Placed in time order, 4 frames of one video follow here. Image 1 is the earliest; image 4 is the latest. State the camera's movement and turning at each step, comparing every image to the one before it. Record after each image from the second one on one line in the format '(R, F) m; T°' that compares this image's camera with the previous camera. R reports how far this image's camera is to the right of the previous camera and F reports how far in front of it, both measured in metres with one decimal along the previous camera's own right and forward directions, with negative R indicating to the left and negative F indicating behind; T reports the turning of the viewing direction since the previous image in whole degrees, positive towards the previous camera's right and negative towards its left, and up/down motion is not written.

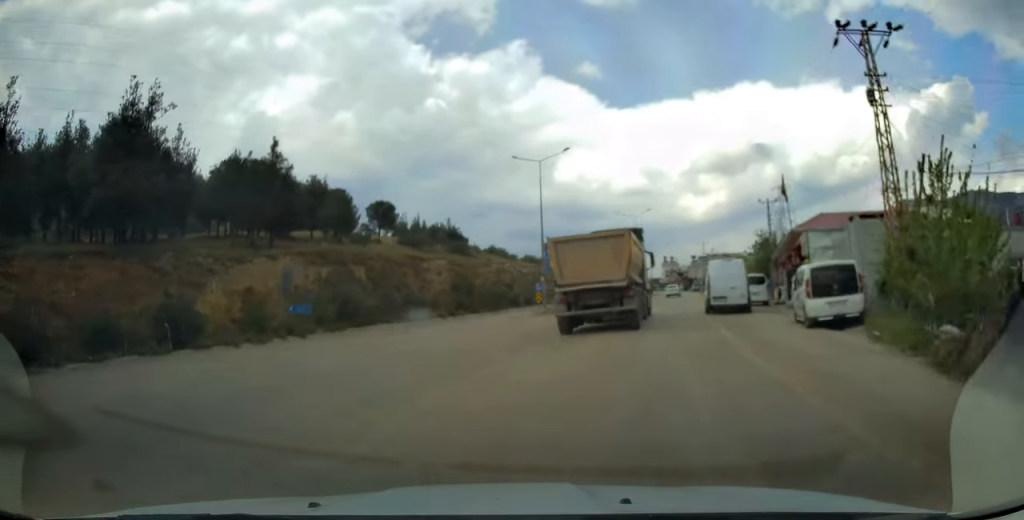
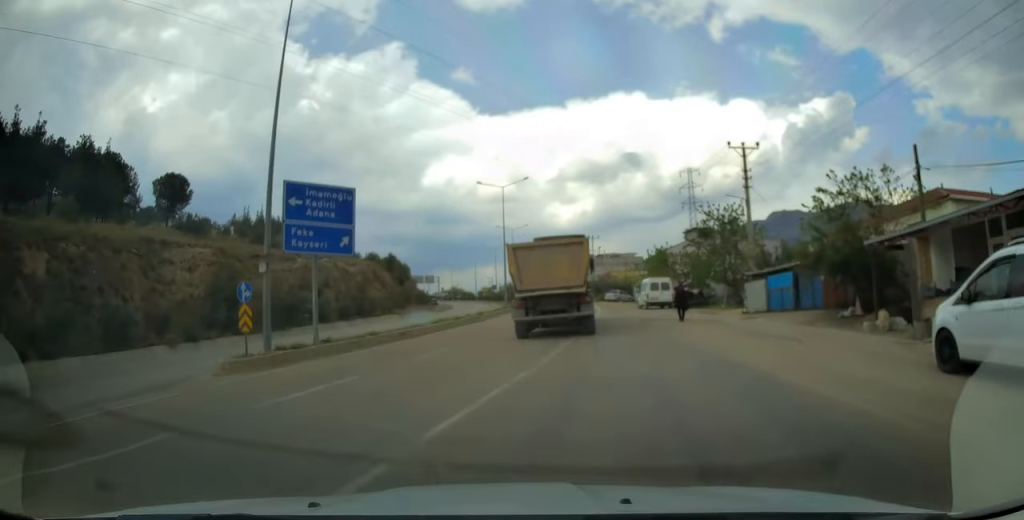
(+3.8, +28.3) m; +12°
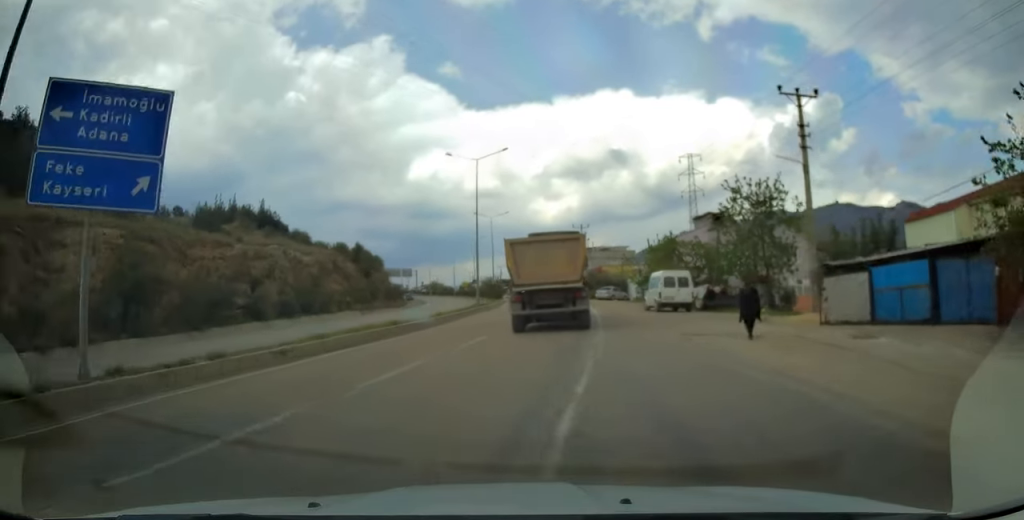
(0.0, +10.5) m; +1°
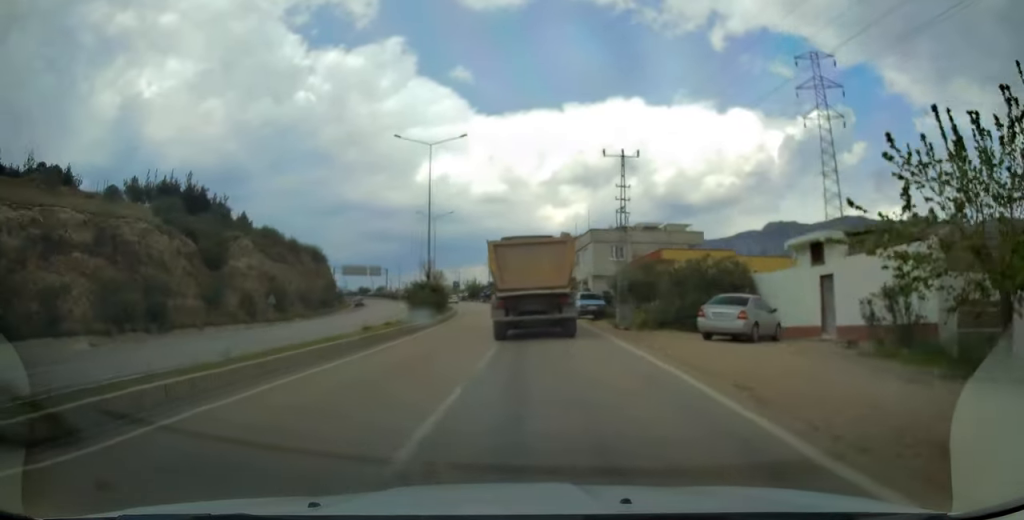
(+0.8, +45.0) m; -1°
